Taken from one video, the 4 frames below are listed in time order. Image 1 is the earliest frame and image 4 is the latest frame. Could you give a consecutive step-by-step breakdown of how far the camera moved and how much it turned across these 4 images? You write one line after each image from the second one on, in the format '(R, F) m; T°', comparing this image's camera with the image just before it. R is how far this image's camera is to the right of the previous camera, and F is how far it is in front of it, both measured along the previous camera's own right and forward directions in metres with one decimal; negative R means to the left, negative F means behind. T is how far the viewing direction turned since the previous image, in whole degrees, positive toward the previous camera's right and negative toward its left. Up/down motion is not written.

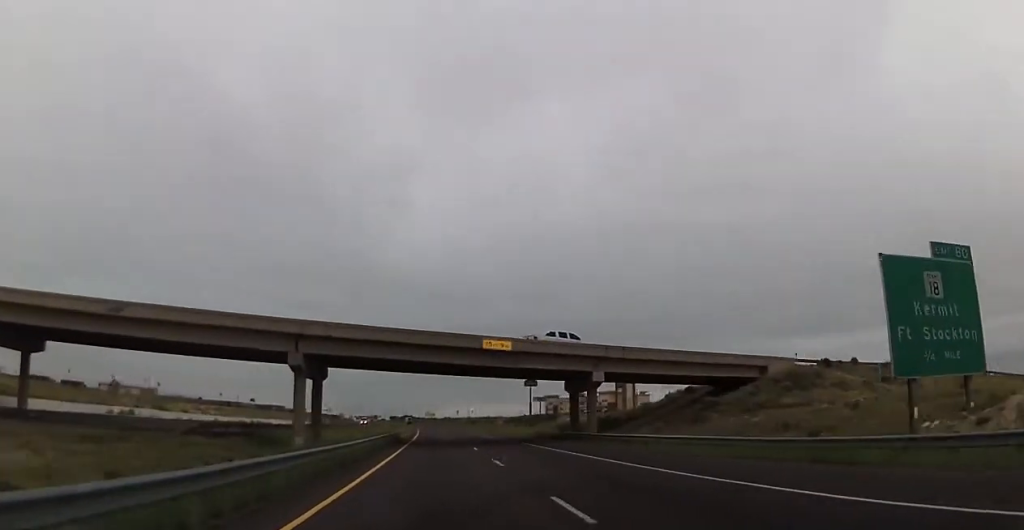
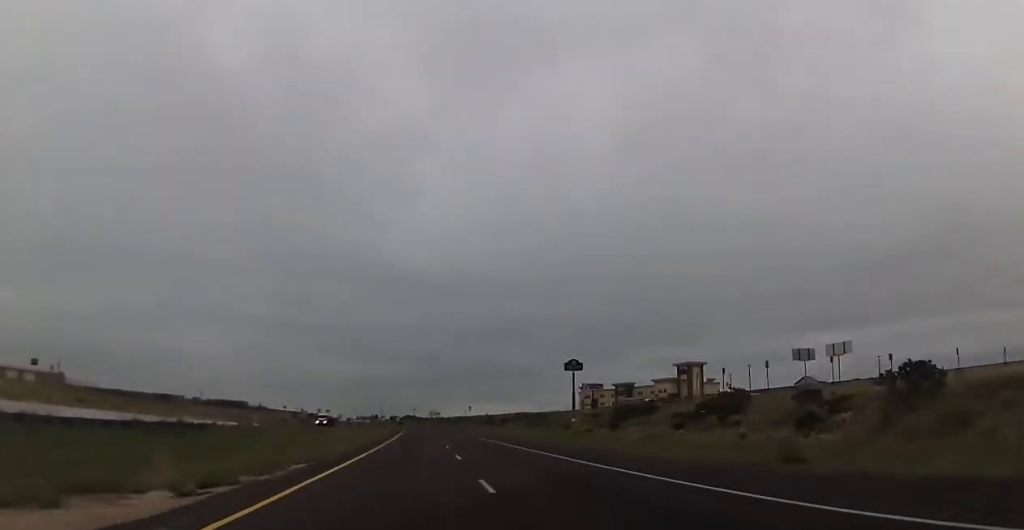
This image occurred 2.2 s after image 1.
(-1.3, +80.5) m; -1°
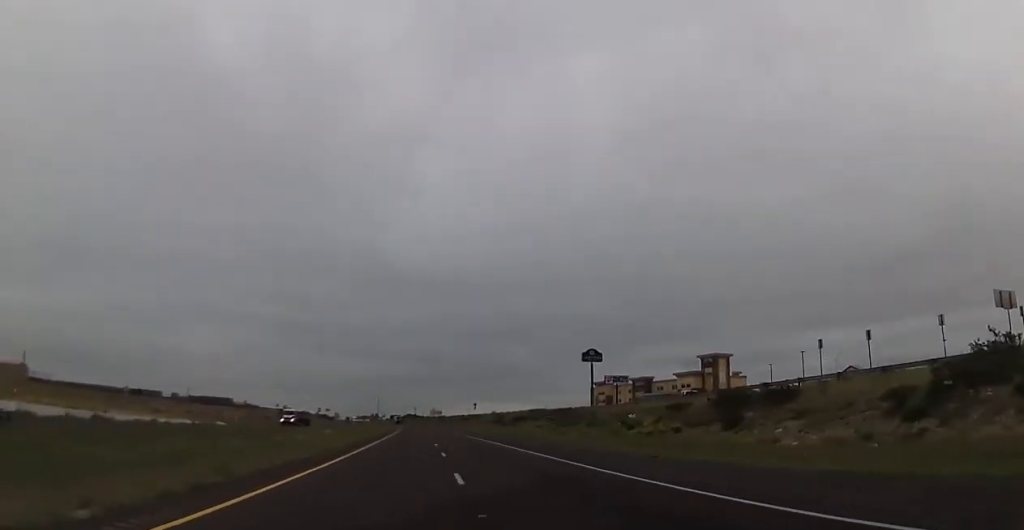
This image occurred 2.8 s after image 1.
(0.0, +22.3) m; 0°
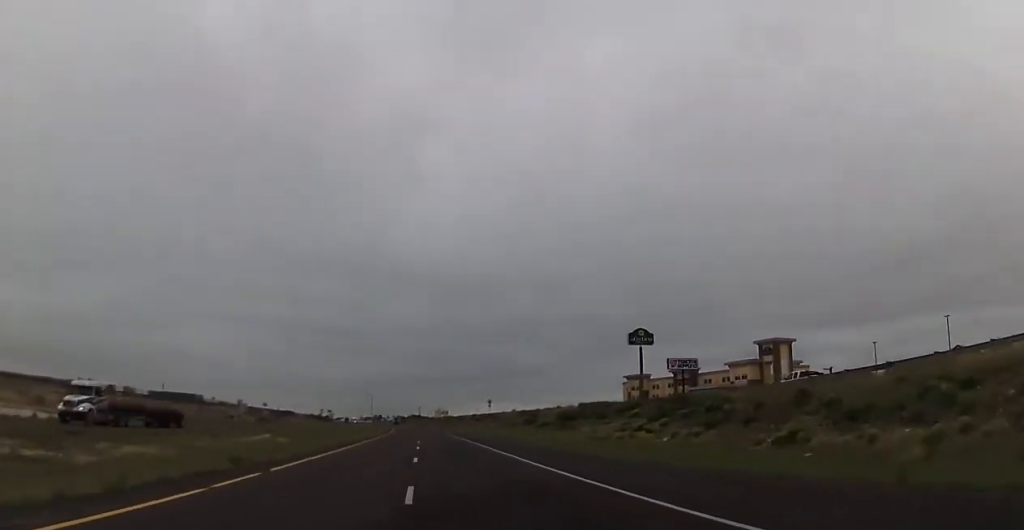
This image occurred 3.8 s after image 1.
(0.0, +39.6) m; 0°
